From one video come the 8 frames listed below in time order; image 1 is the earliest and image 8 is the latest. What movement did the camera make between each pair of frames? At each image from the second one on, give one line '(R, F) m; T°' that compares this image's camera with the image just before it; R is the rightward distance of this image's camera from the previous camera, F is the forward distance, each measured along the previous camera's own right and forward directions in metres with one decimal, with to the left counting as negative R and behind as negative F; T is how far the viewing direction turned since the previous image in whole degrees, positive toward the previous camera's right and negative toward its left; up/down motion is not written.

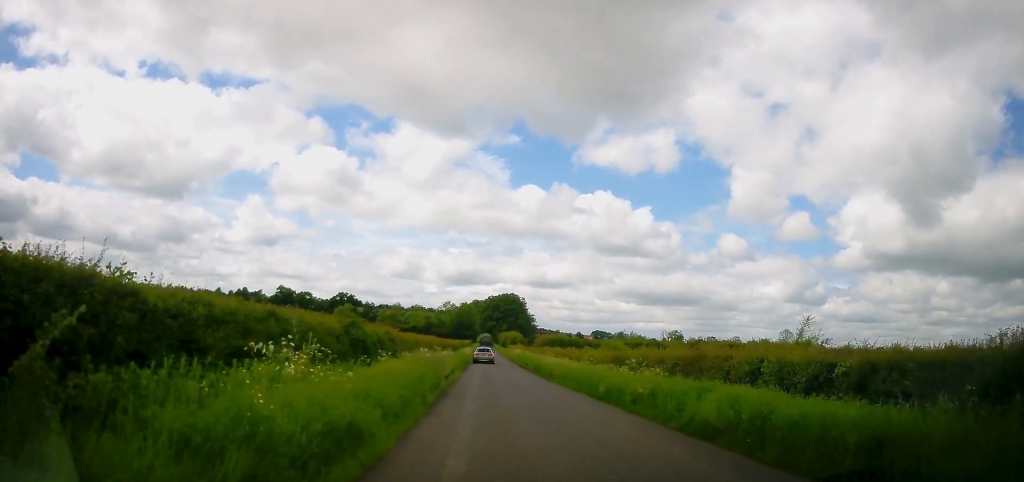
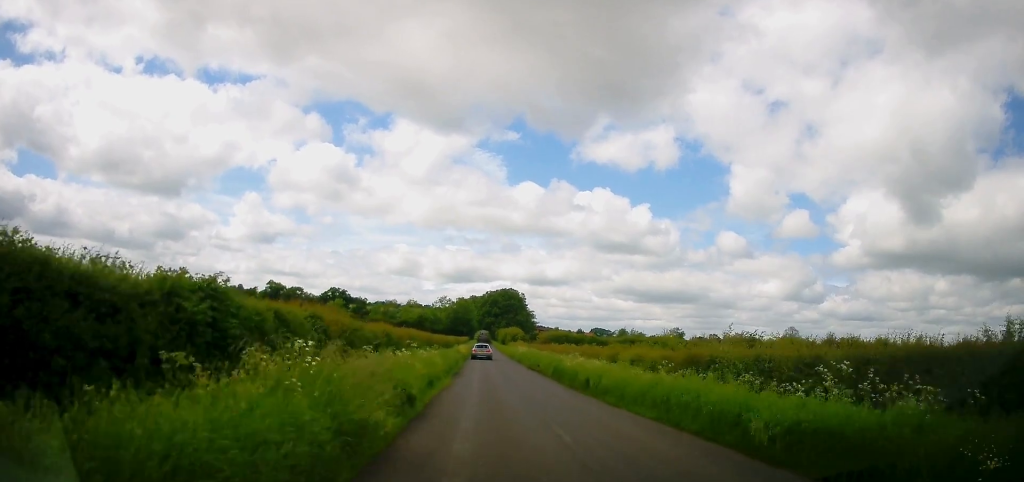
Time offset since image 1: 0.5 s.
(+0.2, +11.0) m; +1°
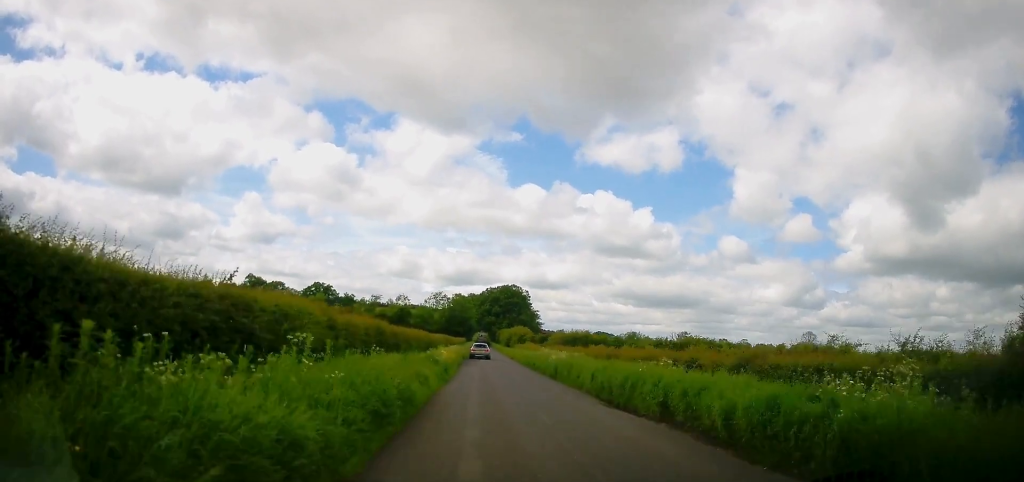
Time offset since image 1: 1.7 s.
(0.0, +25.2) m; 0°
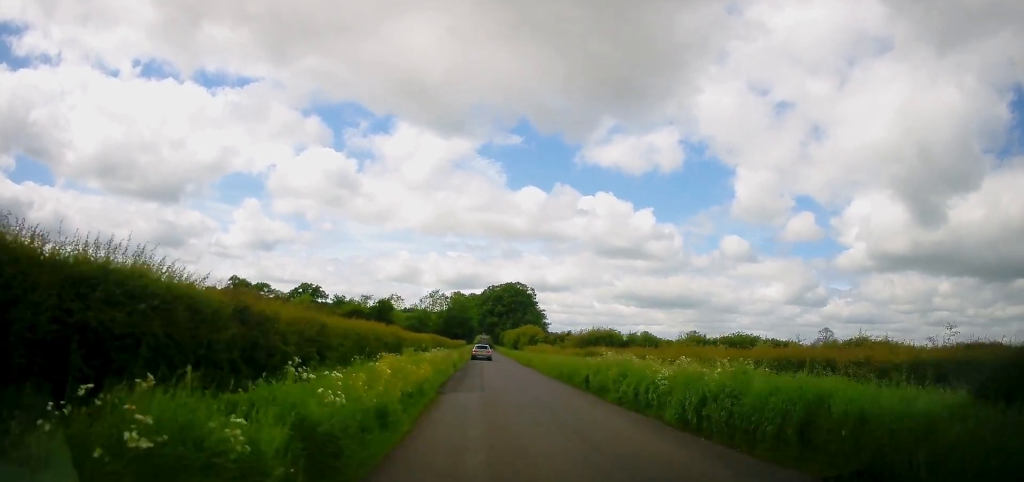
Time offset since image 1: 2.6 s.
(+0.1, +18.4) m; 0°
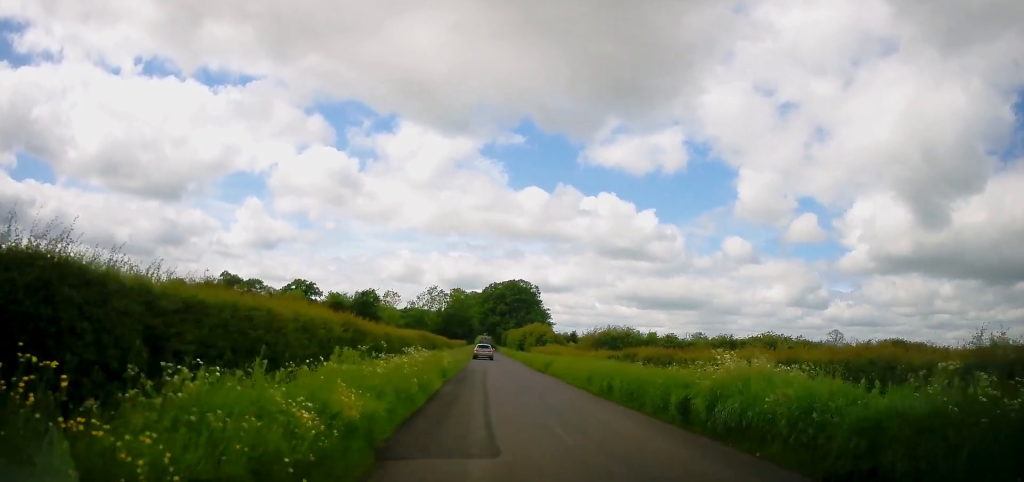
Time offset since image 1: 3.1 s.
(0.0, +10.0) m; 0°
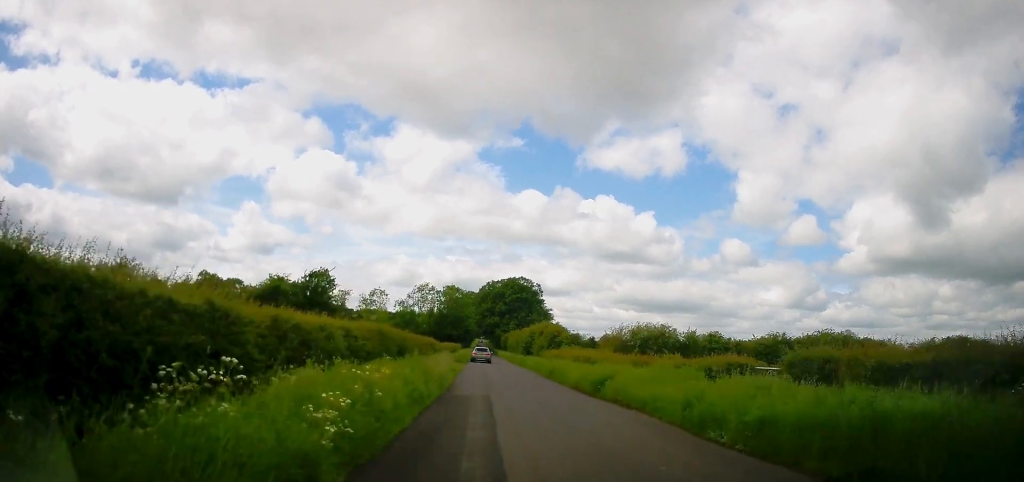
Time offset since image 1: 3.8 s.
(0.0, +16.3) m; +1°
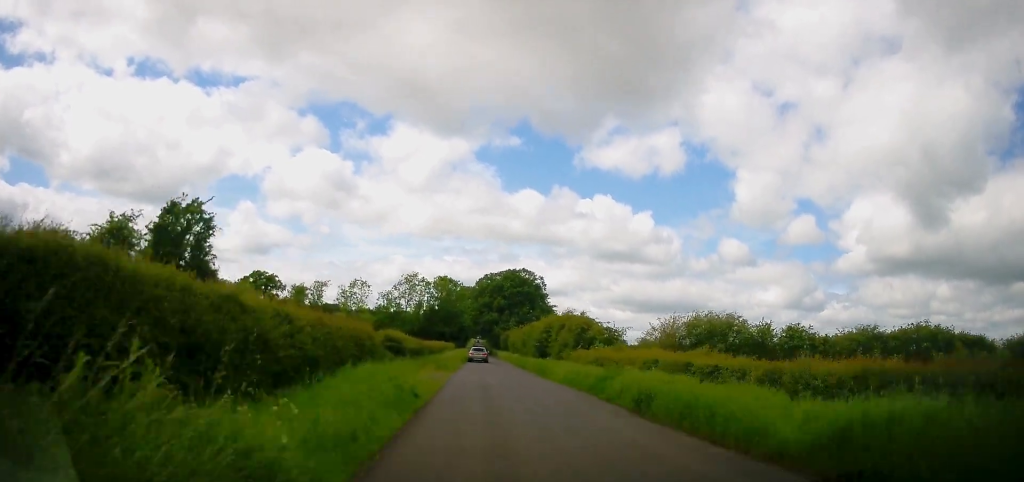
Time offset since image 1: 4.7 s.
(+0.2, +18.4) m; 0°
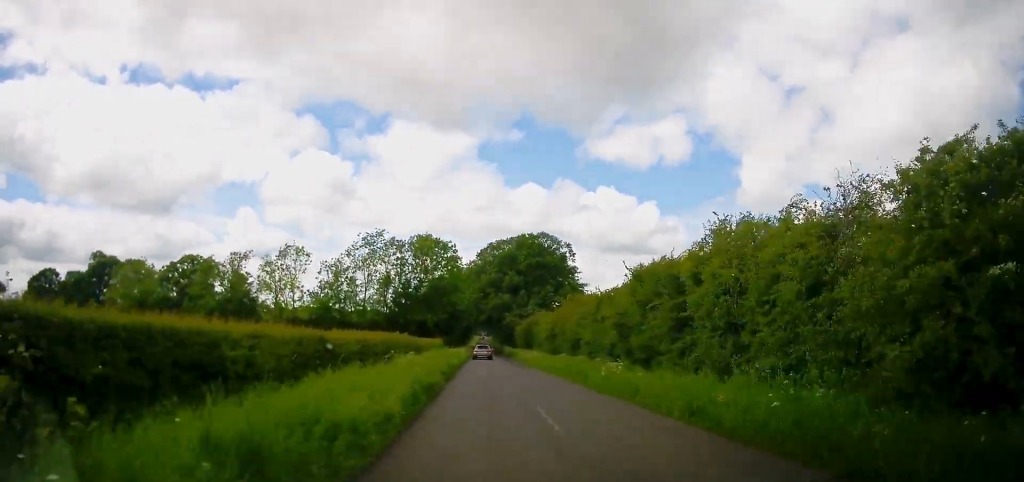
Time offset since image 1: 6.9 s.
(-1.2, +45.7) m; -2°
